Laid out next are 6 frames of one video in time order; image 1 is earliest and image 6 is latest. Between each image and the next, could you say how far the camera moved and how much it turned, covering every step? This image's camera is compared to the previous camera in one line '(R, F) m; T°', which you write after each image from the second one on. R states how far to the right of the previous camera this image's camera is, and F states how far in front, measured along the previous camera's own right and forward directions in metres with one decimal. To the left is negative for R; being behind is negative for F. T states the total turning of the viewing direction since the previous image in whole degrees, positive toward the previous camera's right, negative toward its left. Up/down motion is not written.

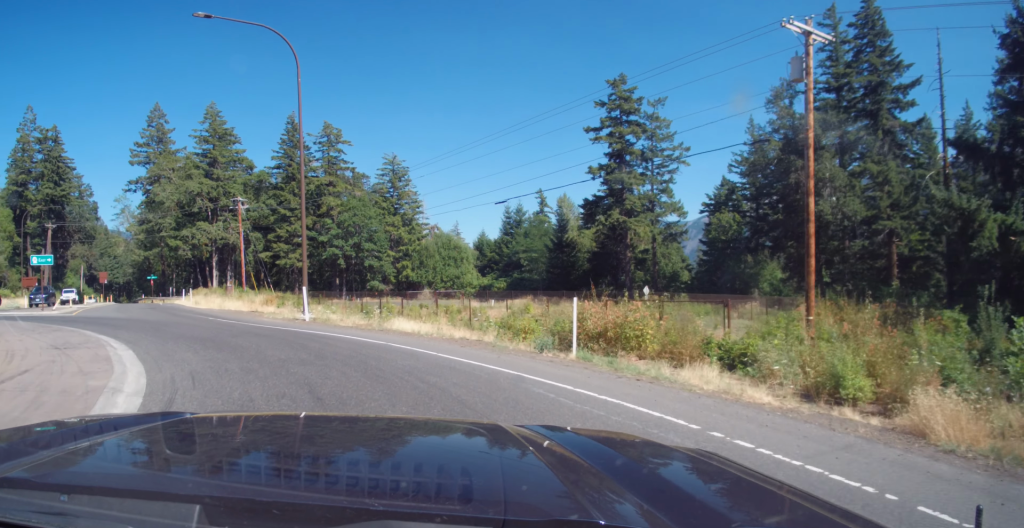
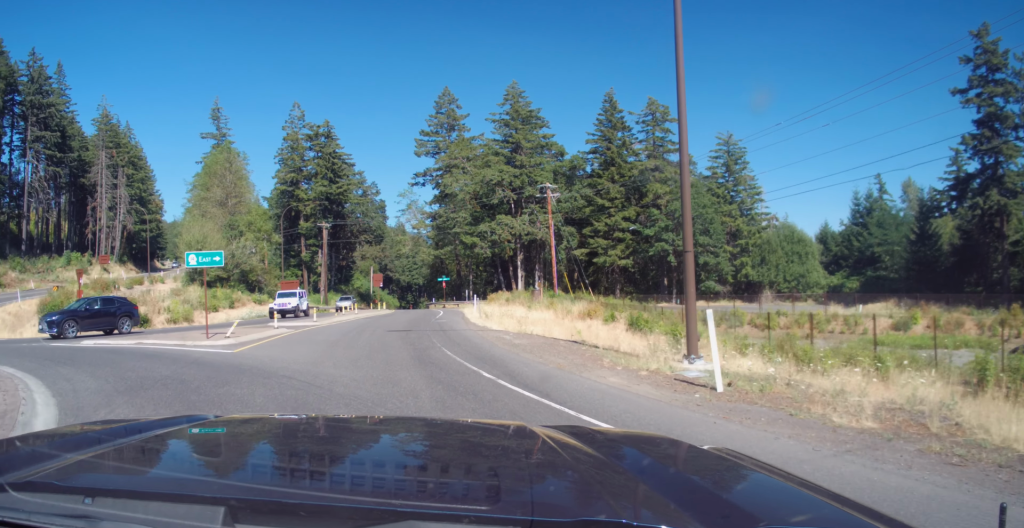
(-2.5, +13.4) m; -21°
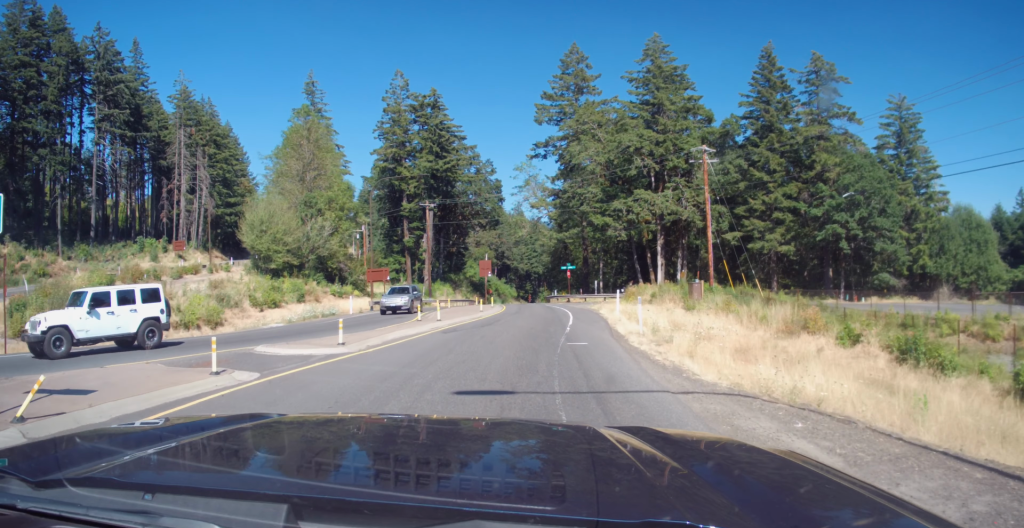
(-1.1, +13.2) m; -5°
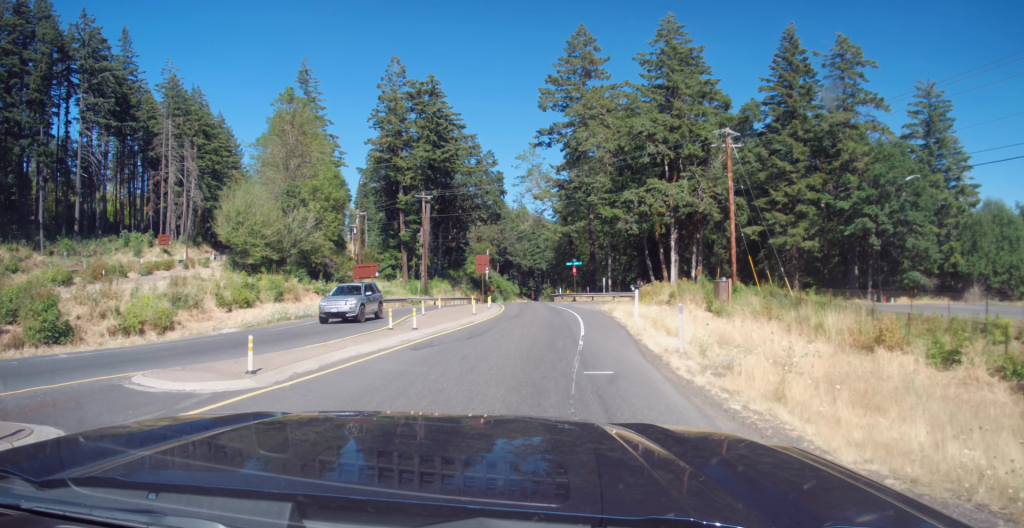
(0.0, +5.3) m; 0°
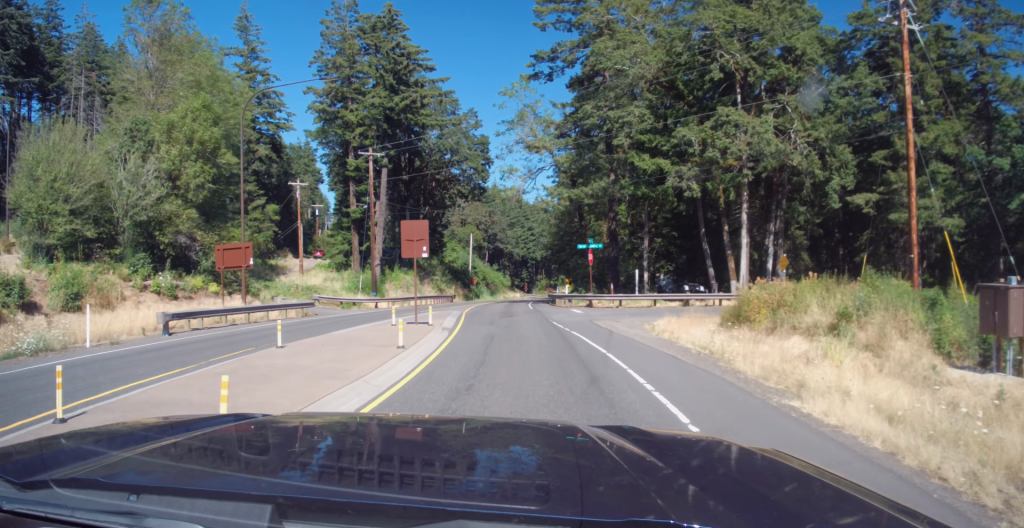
(-0.3, +21.8) m; -1°
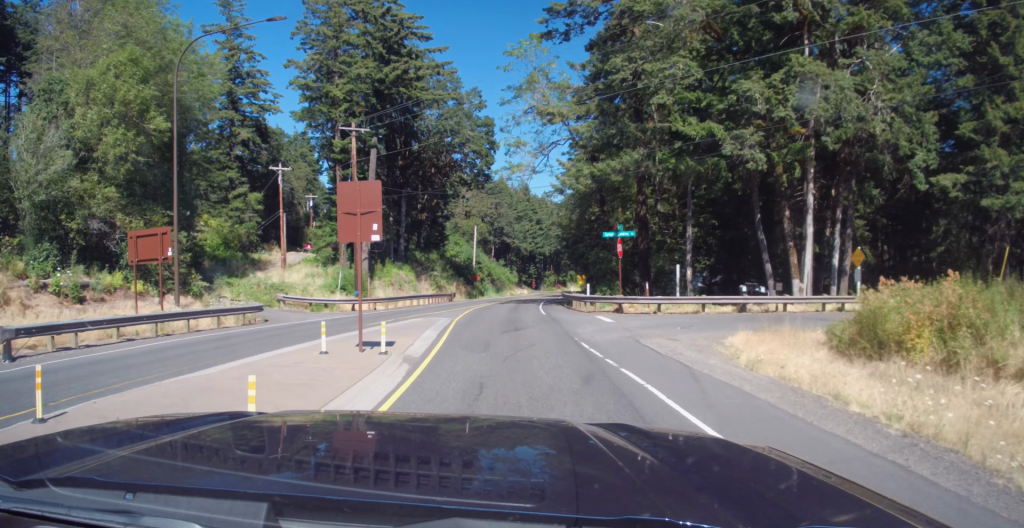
(0.0, +8.2) m; 0°
